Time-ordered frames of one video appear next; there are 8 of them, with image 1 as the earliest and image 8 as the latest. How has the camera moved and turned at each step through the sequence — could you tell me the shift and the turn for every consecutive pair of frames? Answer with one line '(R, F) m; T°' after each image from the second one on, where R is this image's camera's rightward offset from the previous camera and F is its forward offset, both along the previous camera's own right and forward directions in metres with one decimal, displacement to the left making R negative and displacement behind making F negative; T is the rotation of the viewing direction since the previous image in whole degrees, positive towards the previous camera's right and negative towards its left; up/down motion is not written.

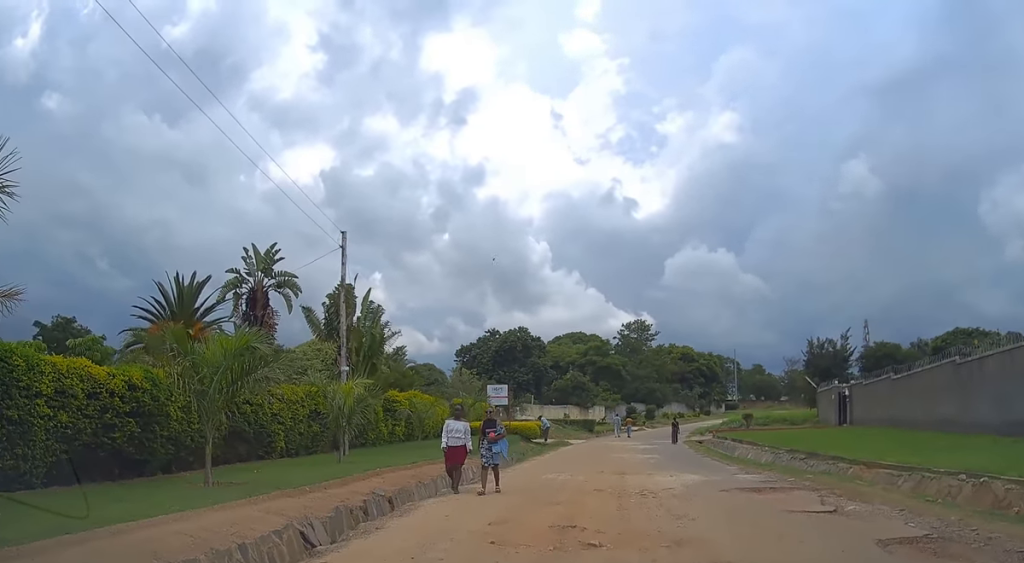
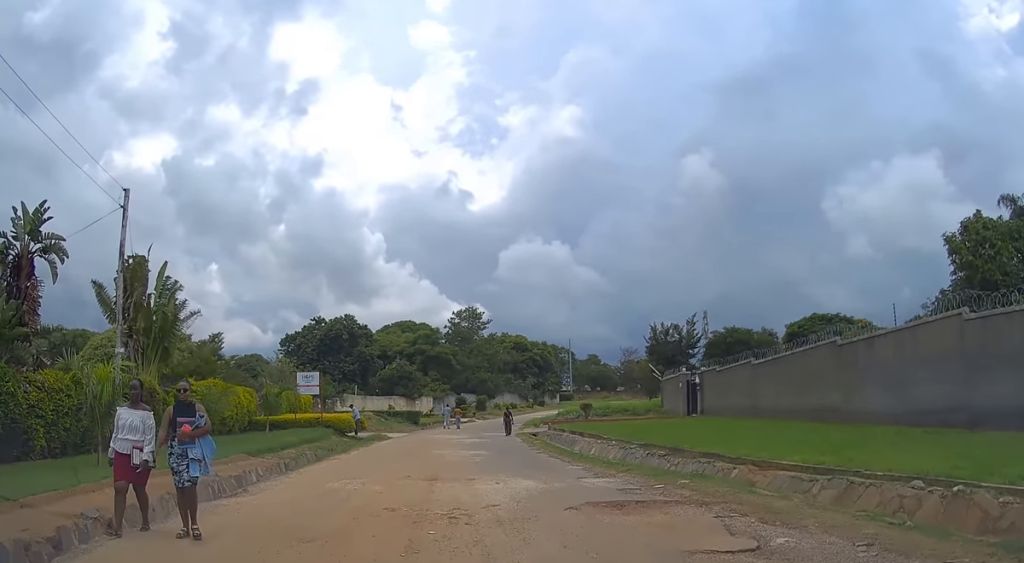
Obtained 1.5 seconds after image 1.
(+0.4, +4.0) m; +11°
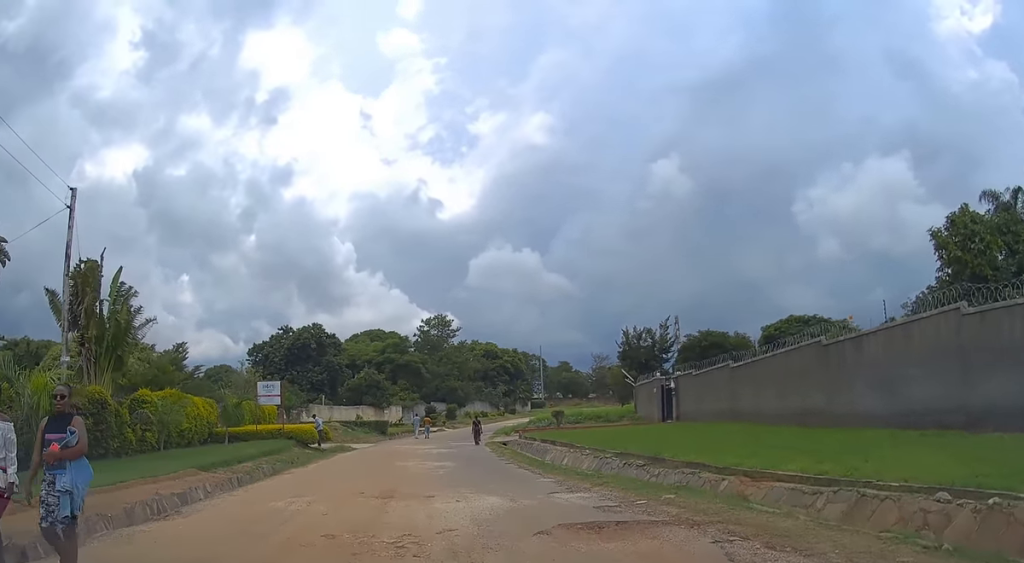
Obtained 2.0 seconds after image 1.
(0.0, +1.4) m; +4°
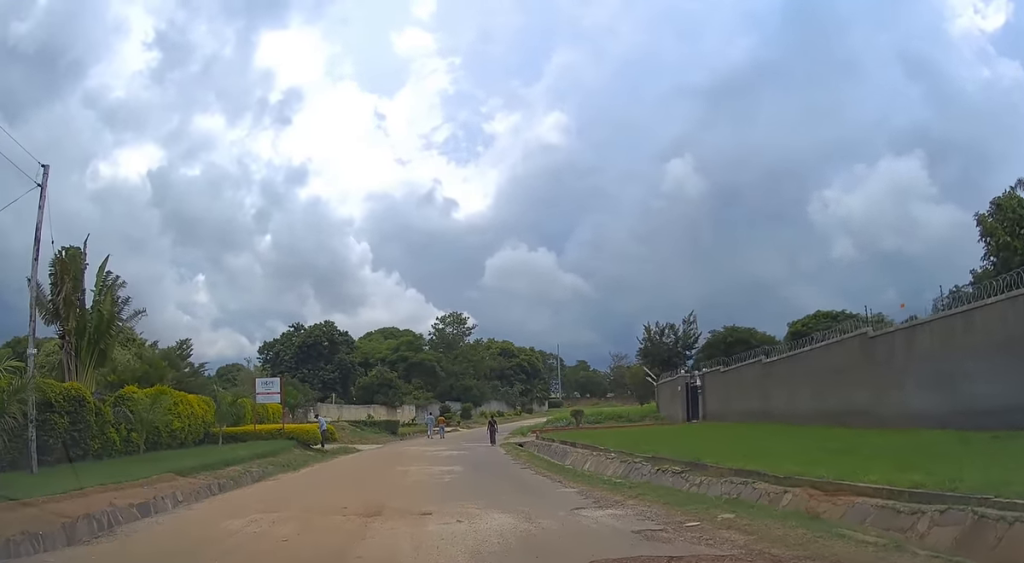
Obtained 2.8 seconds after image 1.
(+0.2, +2.4) m; -1°
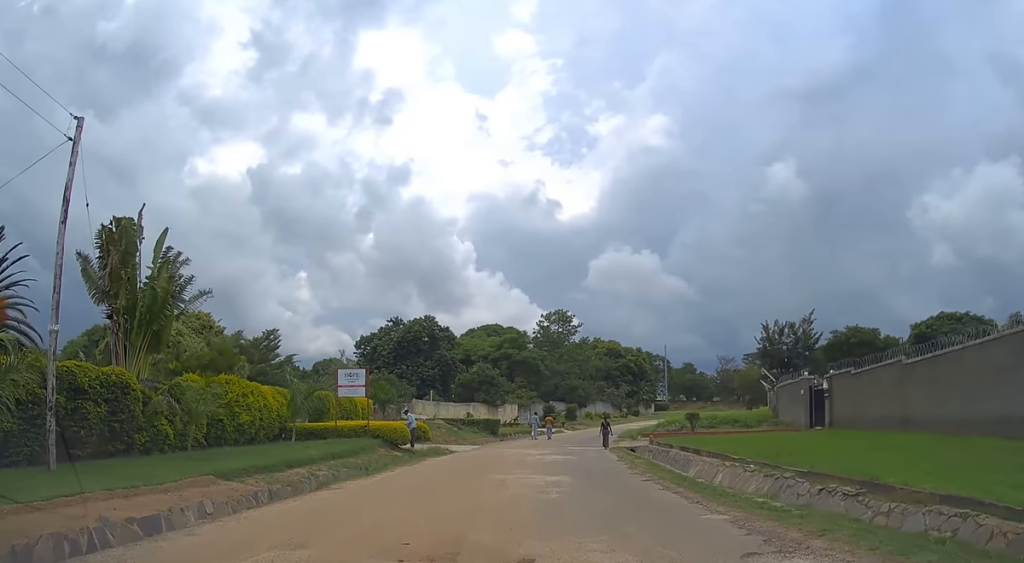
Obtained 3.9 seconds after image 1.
(-0.3, +3.4) m; -10°
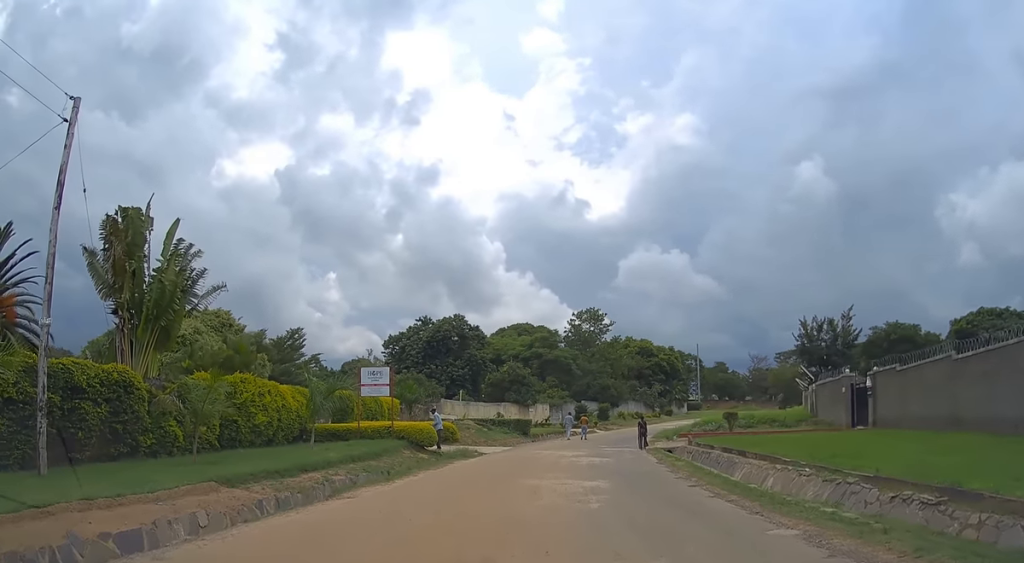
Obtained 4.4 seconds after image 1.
(-0.1, +1.5) m; -3°
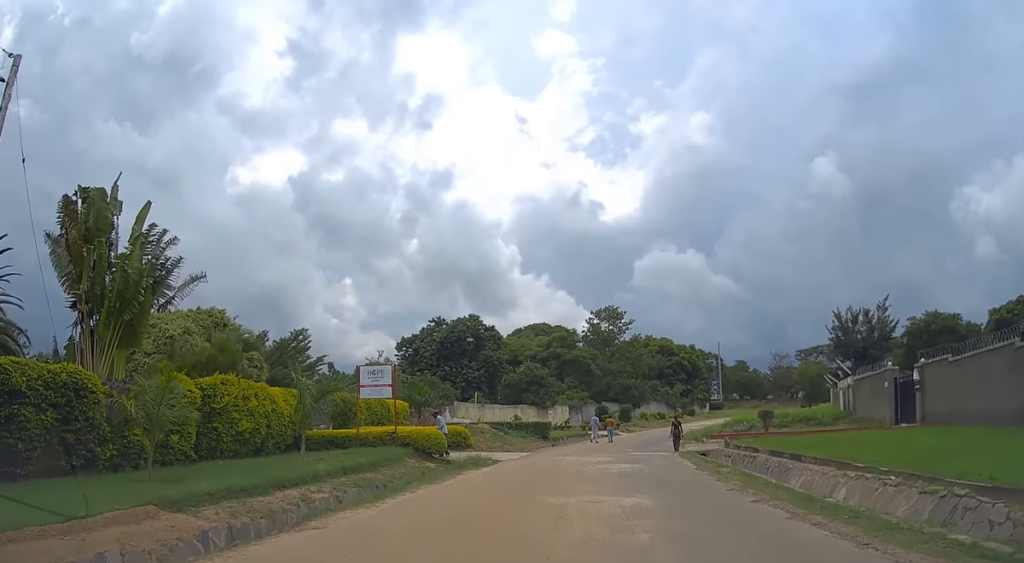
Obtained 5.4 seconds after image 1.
(-0.1, +3.1) m; -1°
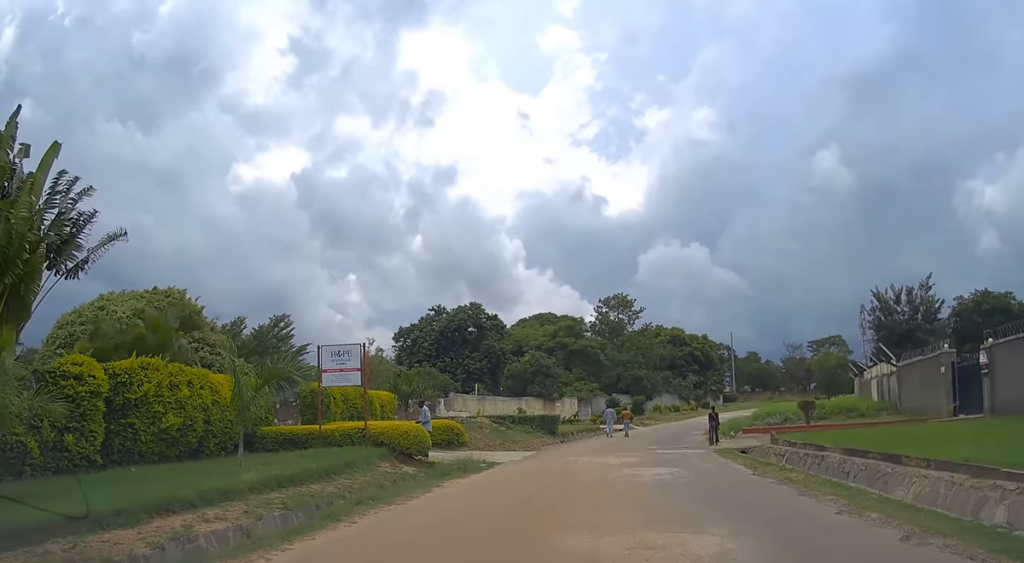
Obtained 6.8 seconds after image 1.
(0.0, +4.9) m; 0°
